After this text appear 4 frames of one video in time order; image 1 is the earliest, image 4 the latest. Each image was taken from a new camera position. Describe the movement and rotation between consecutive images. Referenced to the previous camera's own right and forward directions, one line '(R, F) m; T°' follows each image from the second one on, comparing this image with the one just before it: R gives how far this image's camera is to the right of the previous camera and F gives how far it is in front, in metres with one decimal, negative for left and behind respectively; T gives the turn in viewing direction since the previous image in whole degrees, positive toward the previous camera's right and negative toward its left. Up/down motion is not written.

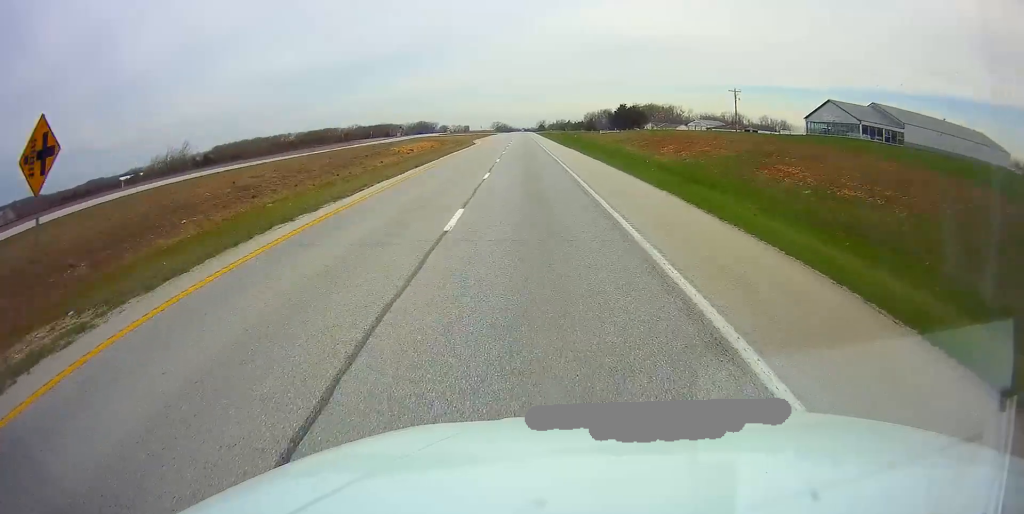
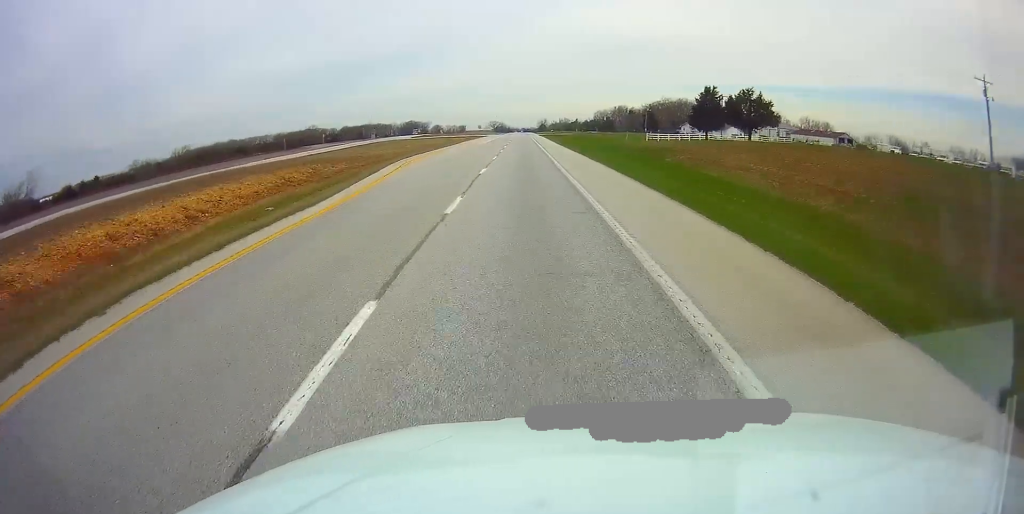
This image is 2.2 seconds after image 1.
(+0.3, +67.9) m; 0°
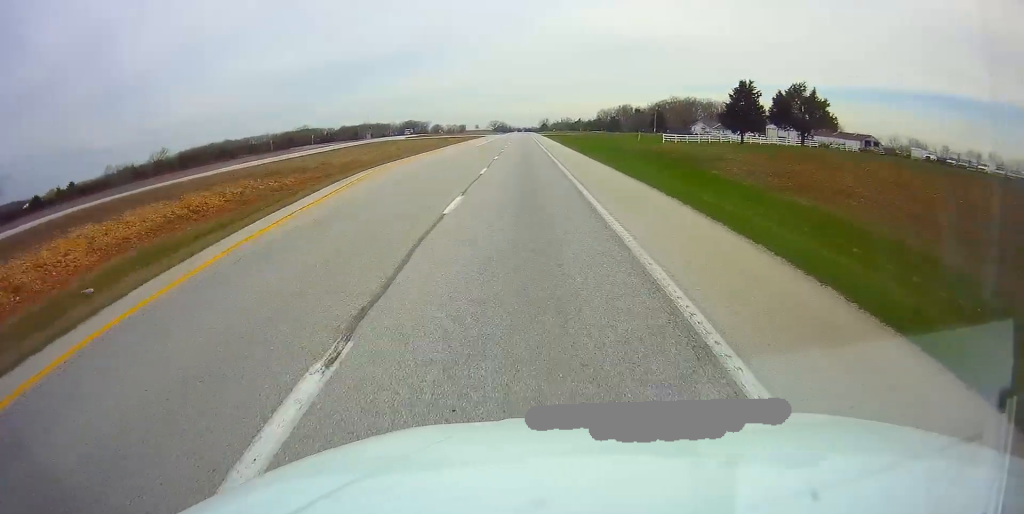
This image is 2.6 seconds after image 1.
(0.0, +12.3) m; 0°
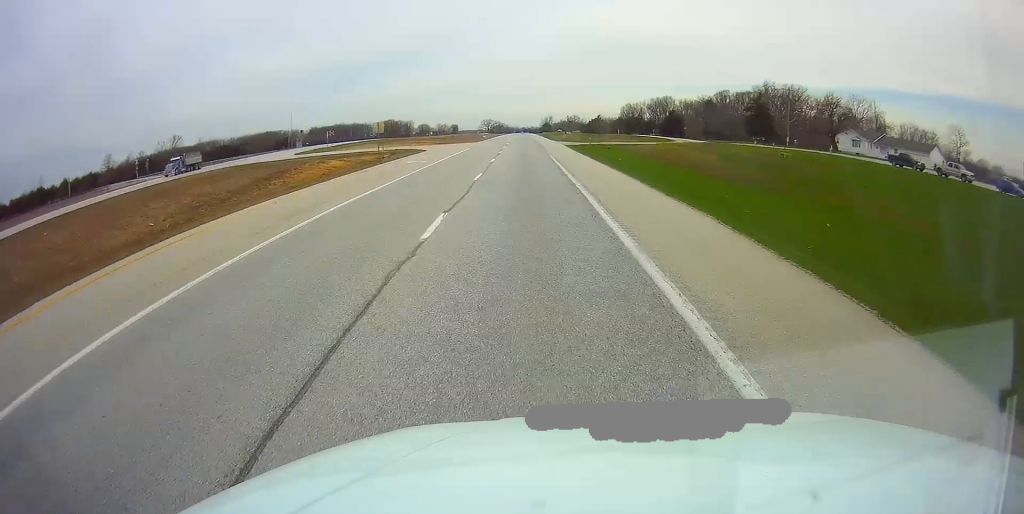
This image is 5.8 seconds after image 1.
(-0.2, +100.0) m; 0°
